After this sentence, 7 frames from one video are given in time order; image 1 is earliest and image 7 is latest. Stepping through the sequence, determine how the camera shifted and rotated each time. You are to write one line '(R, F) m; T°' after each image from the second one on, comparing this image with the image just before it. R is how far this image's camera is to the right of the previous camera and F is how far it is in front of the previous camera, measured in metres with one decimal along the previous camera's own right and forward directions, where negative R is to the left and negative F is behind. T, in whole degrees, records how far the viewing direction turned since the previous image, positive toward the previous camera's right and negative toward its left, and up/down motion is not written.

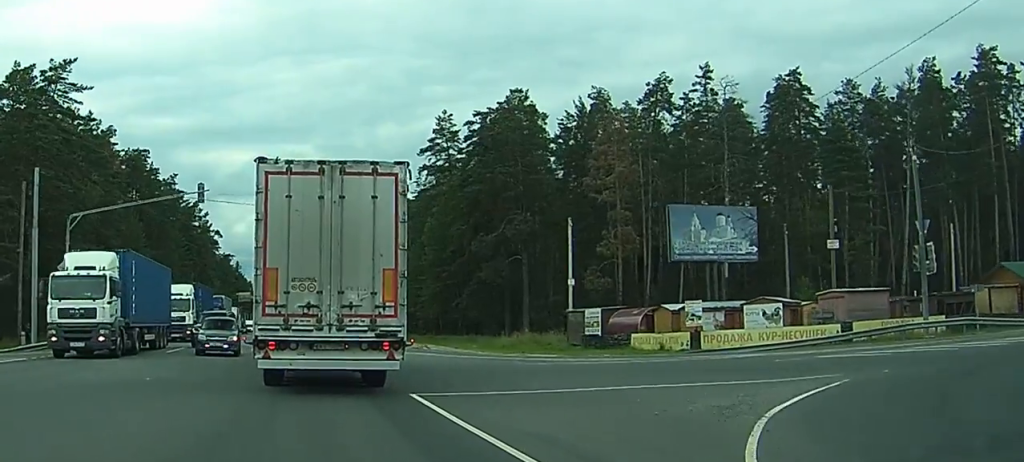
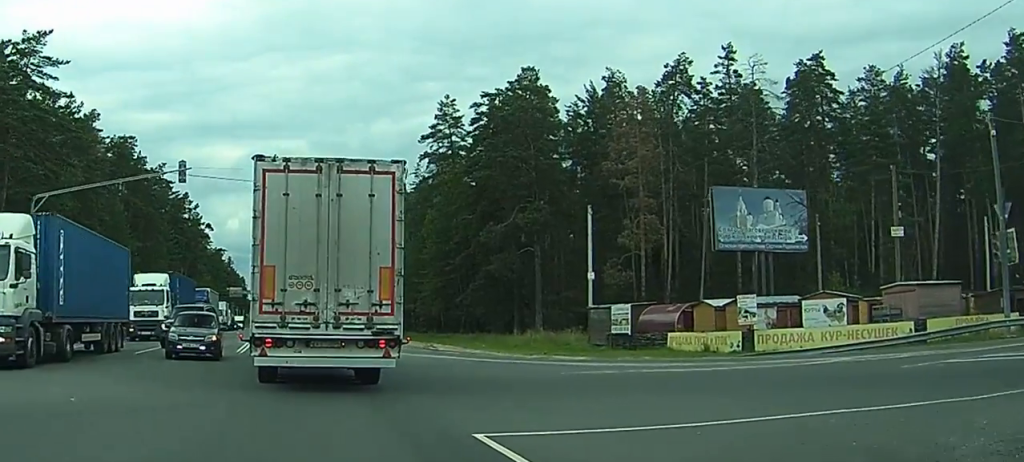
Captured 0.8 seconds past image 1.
(0.0, +5.6) m; 0°
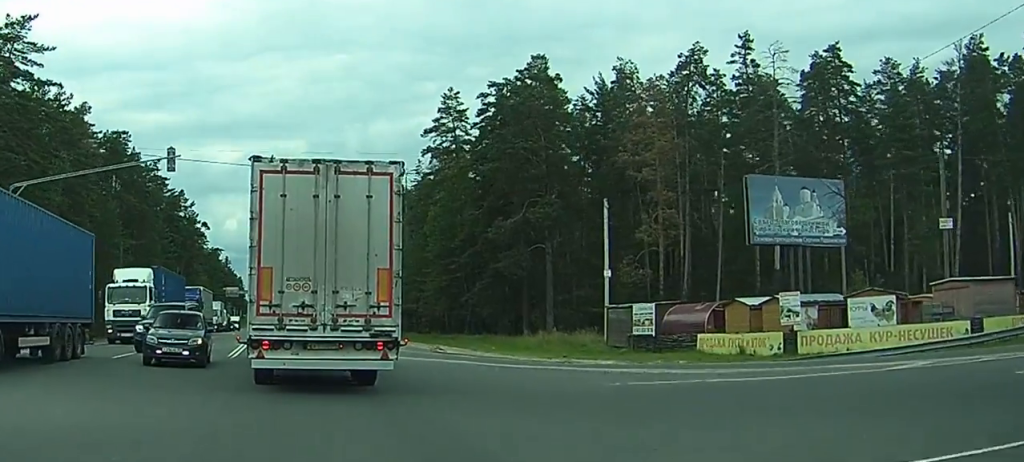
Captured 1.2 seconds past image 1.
(0.0, +3.6) m; 0°
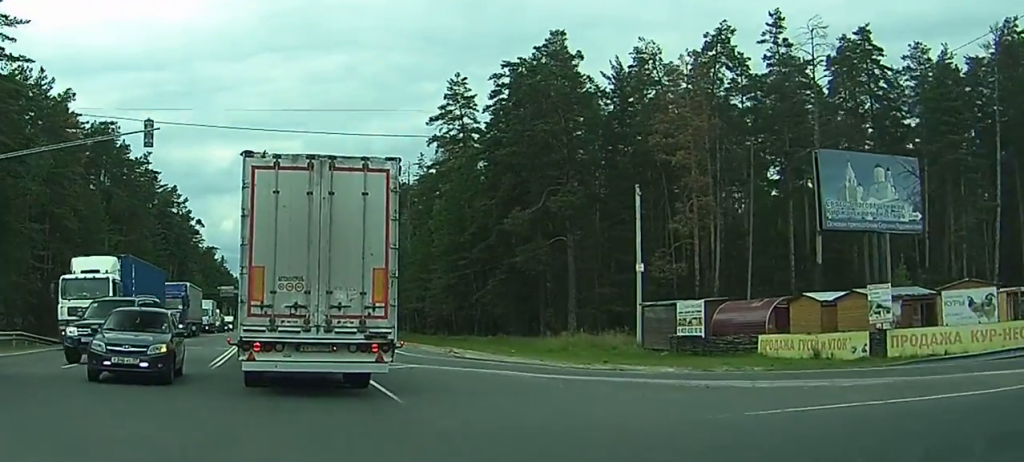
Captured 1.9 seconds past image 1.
(0.0, +5.7) m; 0°
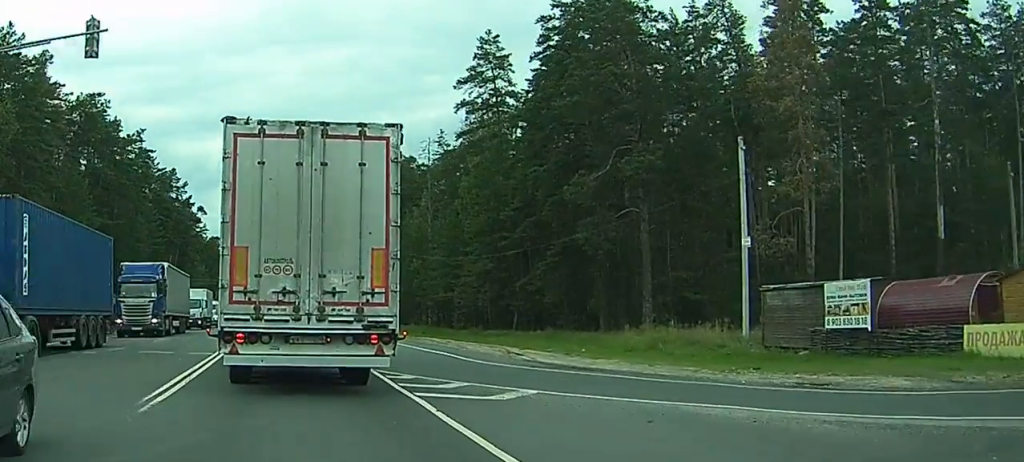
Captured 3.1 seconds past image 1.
(+0.2, +12.2) m; +2°
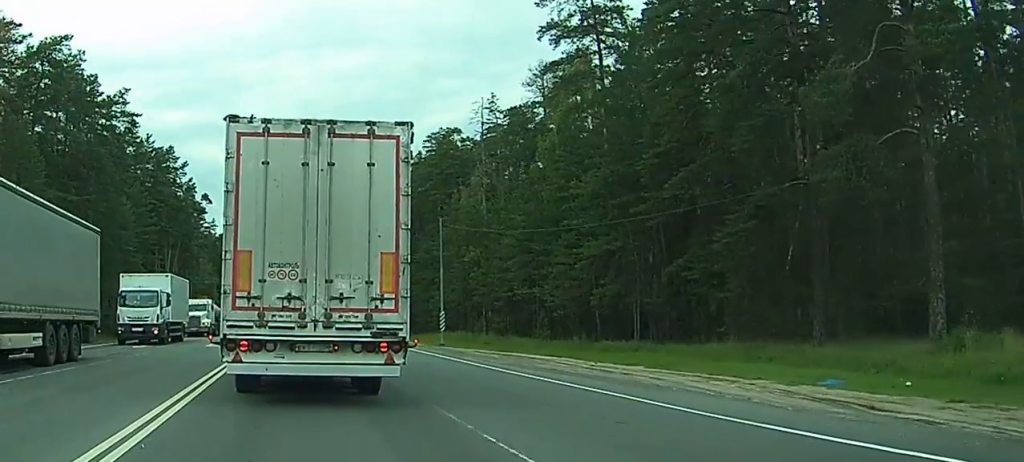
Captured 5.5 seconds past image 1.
(-1.2, +26.8) m; -6°
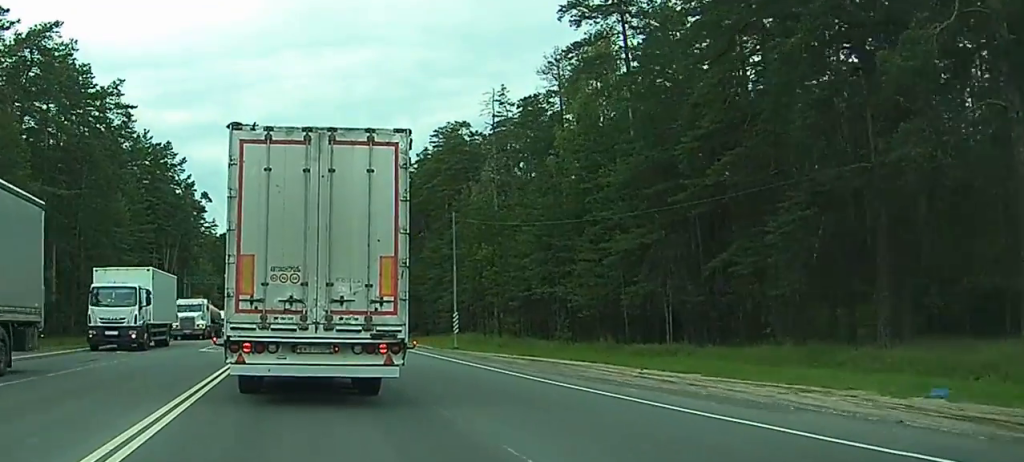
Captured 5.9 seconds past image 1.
(-0.1, +5.0) m; 0°
